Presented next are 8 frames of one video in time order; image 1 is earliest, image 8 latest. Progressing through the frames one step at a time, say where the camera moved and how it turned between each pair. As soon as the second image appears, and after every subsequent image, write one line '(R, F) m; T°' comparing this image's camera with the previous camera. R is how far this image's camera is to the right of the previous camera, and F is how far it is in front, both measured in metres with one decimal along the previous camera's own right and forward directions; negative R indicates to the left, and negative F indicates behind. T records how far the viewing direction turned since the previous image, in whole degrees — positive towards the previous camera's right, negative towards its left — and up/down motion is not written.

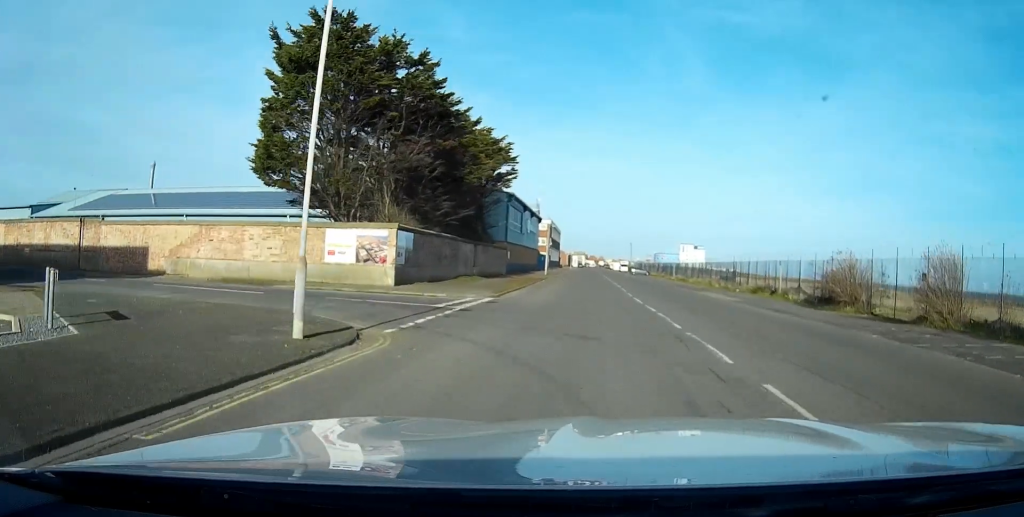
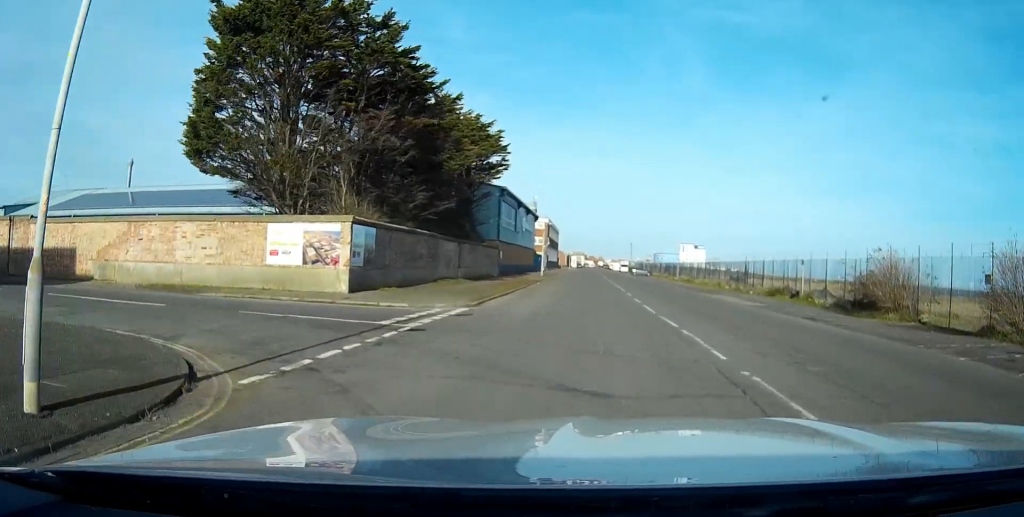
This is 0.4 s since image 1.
(0.0, +5.3) m; 0°
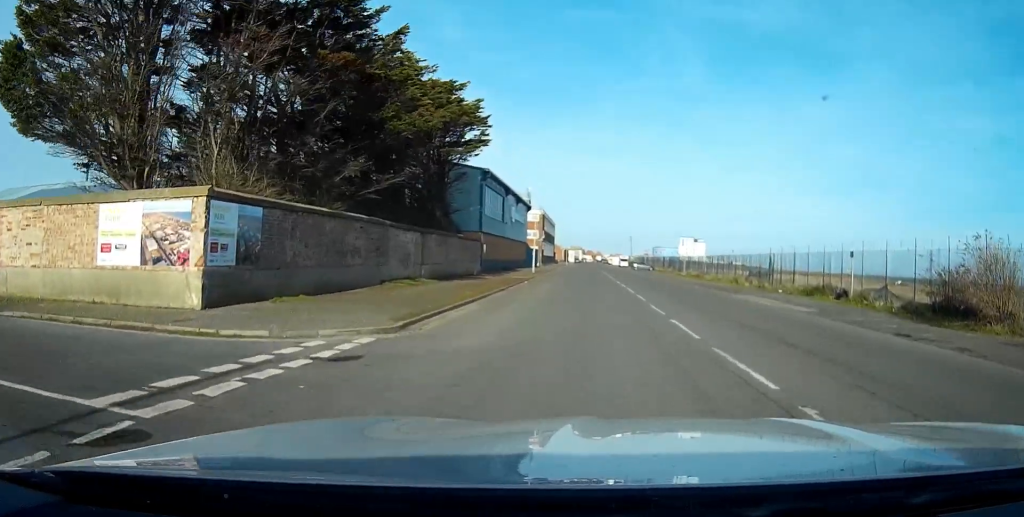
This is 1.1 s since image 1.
(0.0, +8.8) m; 0°
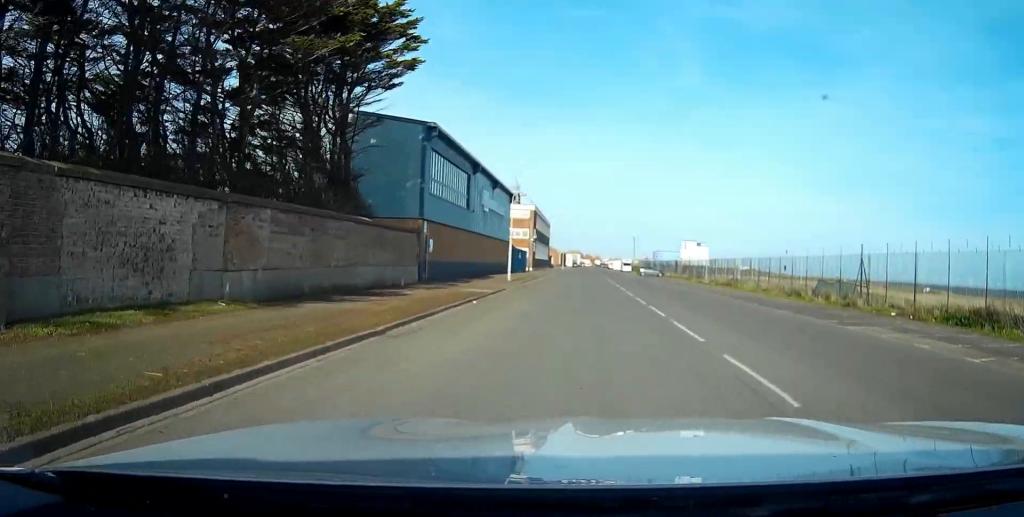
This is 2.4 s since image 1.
(+0.1, +18.0) m; 0°
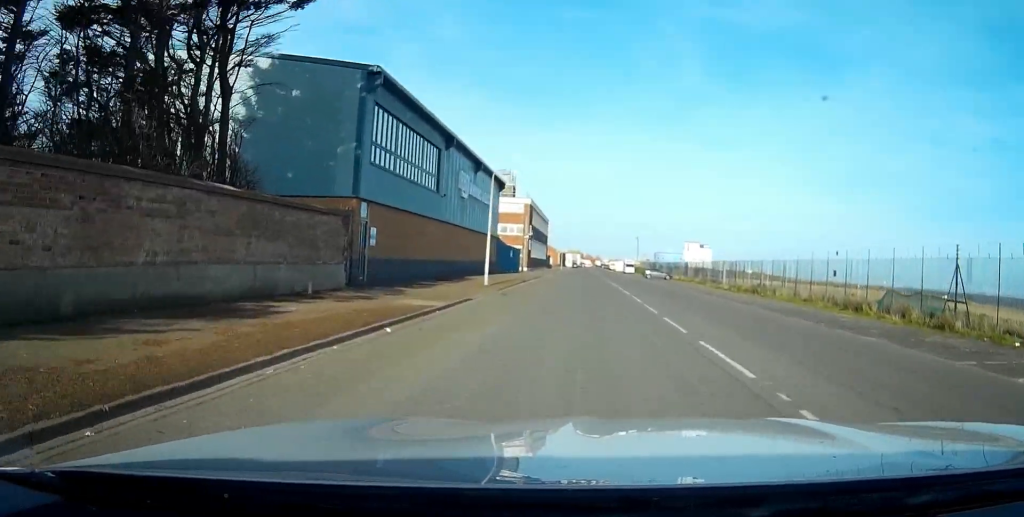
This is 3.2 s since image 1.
(-0.1, +9.6) m; 0°
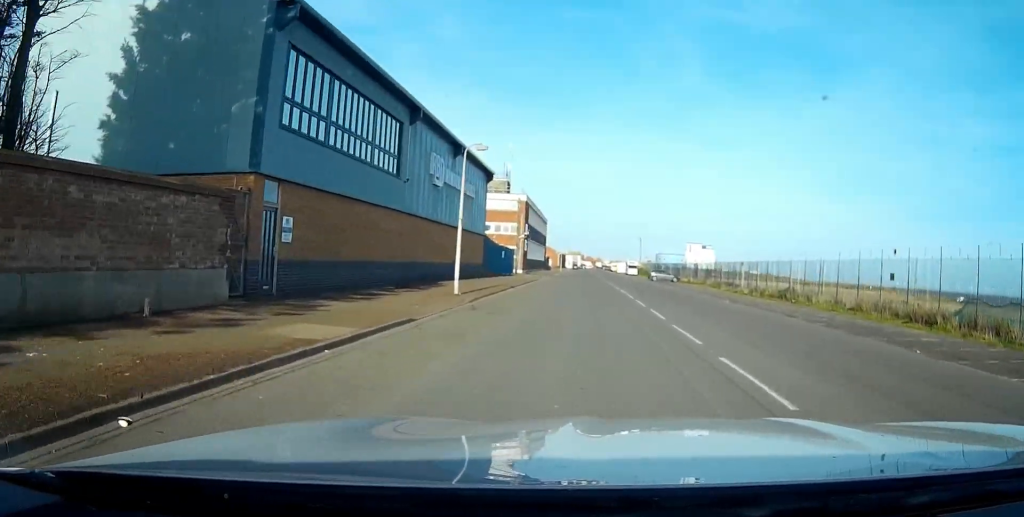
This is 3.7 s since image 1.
(0.0, +7.4) m; 0°
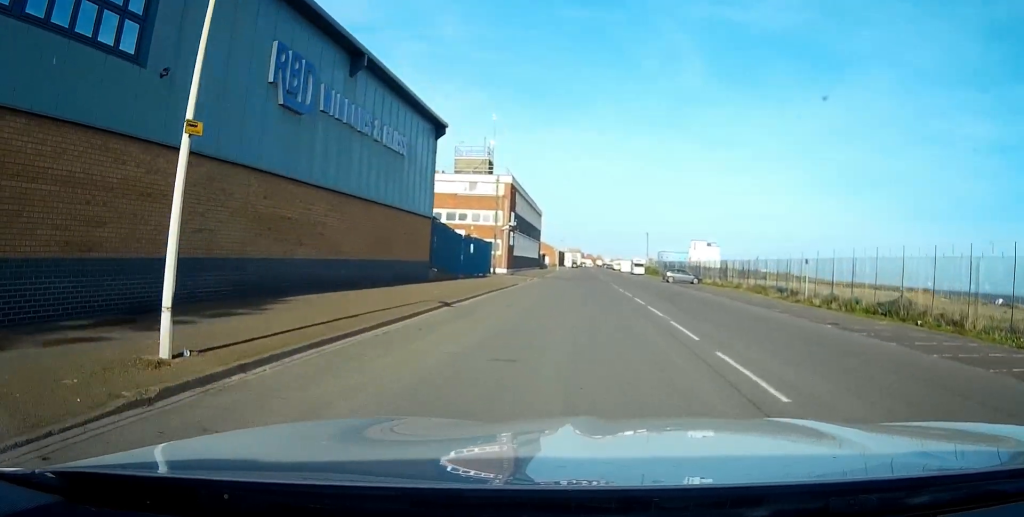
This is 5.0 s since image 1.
(+0.1, +16.9) m; 0°
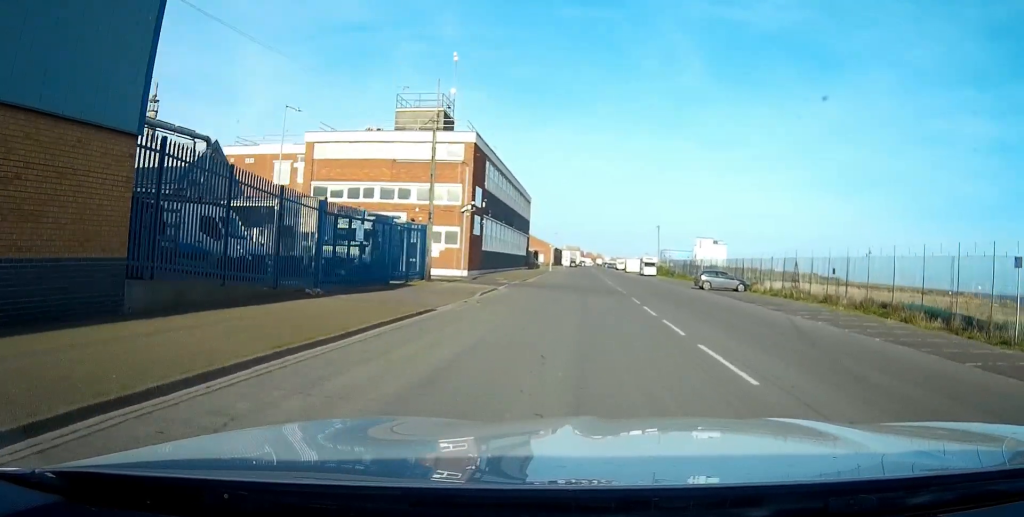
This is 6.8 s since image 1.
(0.0, +22.4) m; +1°
